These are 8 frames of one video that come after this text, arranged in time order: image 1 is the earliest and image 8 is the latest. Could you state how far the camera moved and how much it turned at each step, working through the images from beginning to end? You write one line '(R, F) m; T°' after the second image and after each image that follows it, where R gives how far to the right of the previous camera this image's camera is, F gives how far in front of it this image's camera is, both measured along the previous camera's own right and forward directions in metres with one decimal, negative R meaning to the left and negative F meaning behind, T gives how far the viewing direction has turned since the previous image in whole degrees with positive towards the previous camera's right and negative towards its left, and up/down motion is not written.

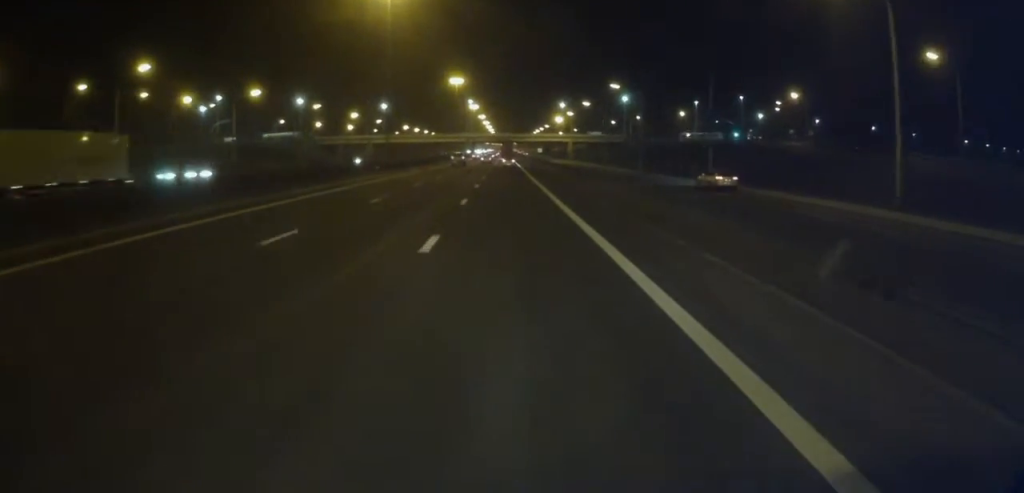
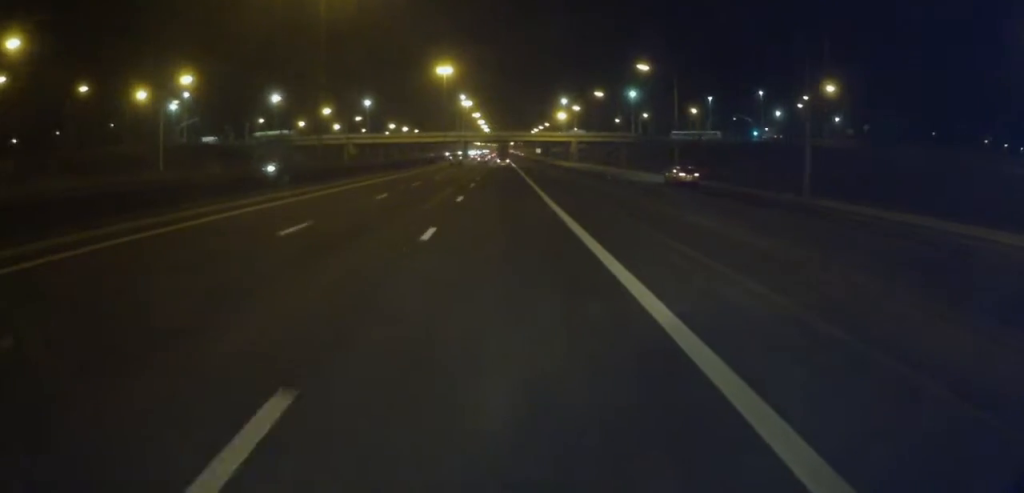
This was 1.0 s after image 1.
(-0.2, +22.9) m; 0°
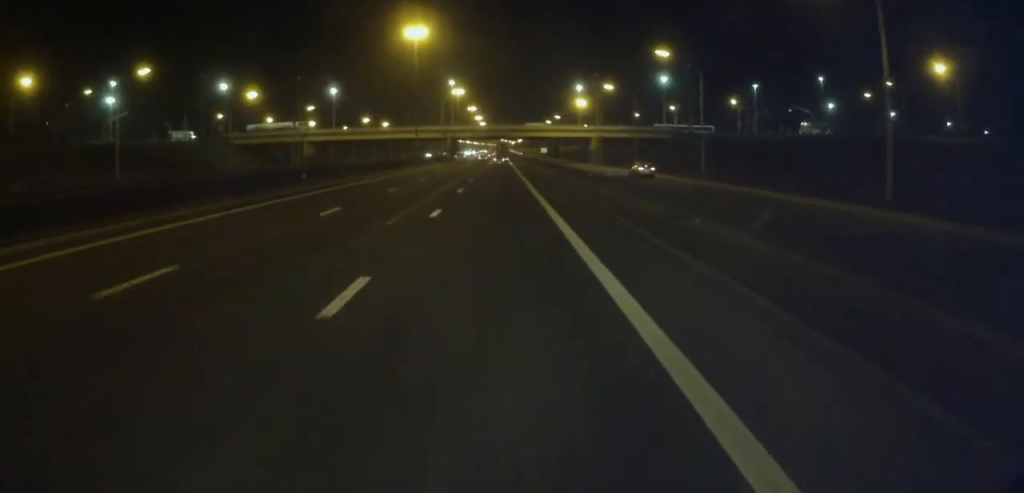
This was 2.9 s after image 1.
(+1.2, +45.4) m; +2°
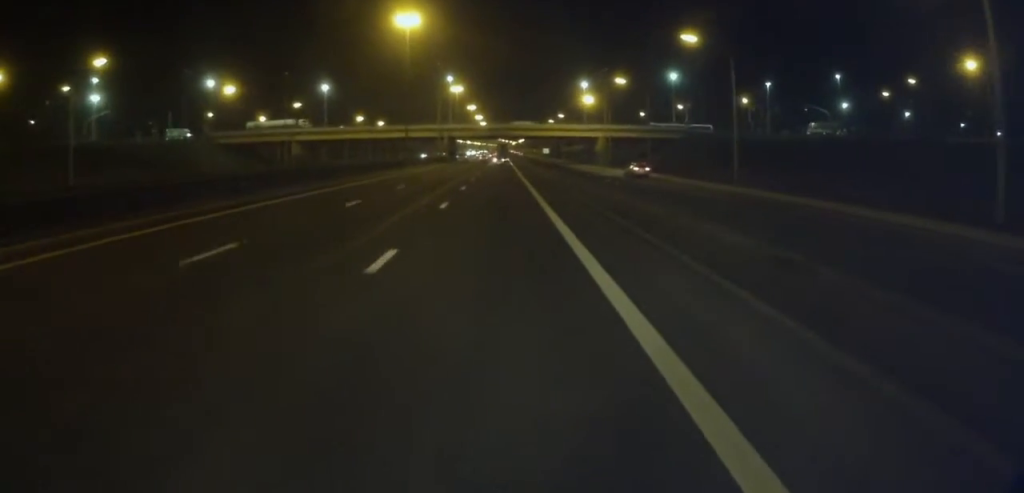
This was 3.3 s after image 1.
(-0.1, +9.6) m; -1°
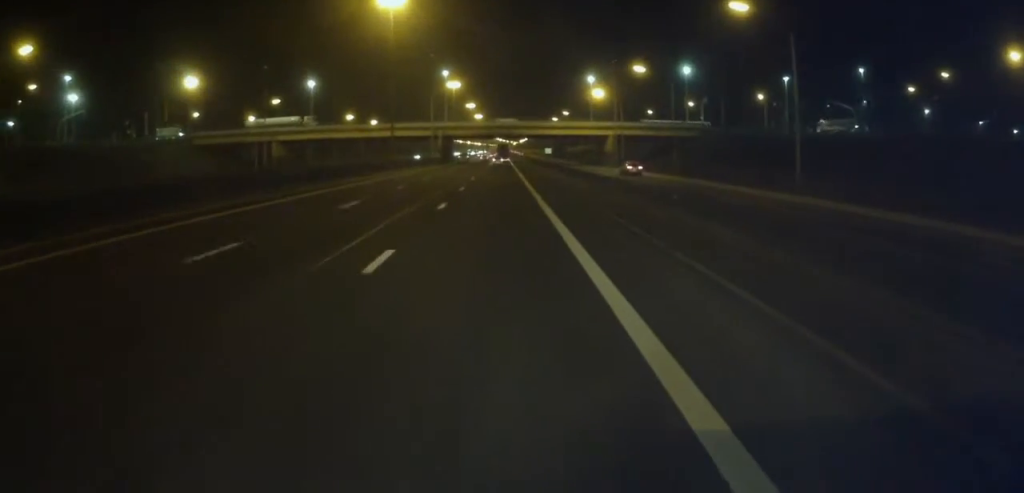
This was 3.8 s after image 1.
(-0.1, +12.8) m; 0°
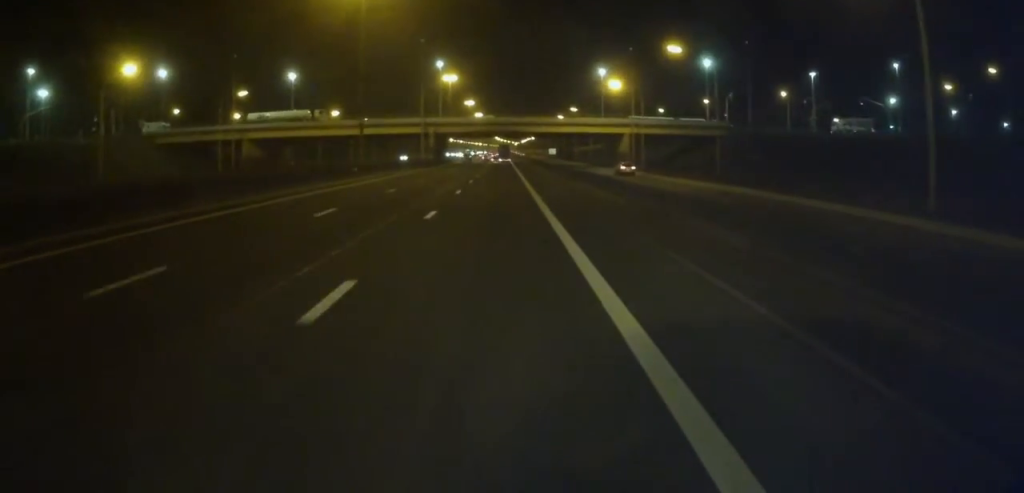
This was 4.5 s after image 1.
(0.0, +16.0) m; 0°
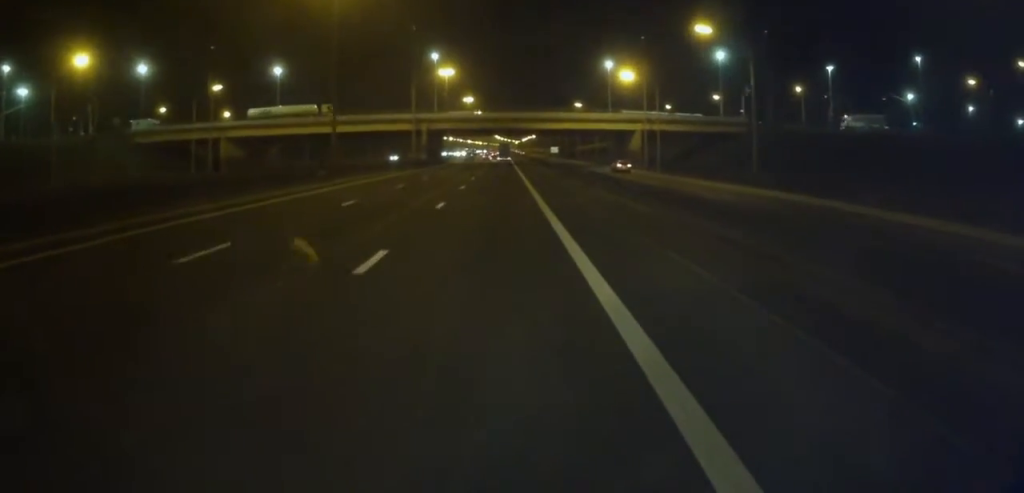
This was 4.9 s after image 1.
(0.0, +9.5) m; 0°
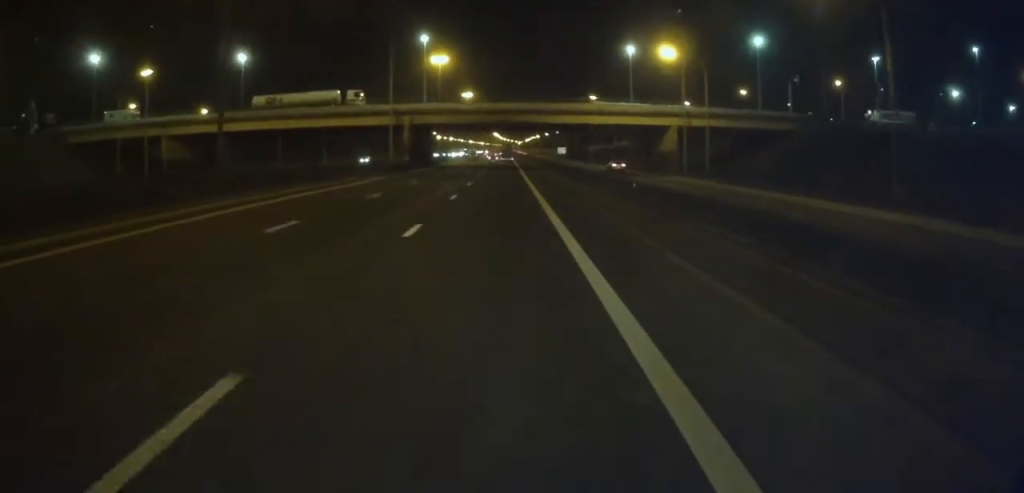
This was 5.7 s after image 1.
(0.0, +20.6) m; 0°
